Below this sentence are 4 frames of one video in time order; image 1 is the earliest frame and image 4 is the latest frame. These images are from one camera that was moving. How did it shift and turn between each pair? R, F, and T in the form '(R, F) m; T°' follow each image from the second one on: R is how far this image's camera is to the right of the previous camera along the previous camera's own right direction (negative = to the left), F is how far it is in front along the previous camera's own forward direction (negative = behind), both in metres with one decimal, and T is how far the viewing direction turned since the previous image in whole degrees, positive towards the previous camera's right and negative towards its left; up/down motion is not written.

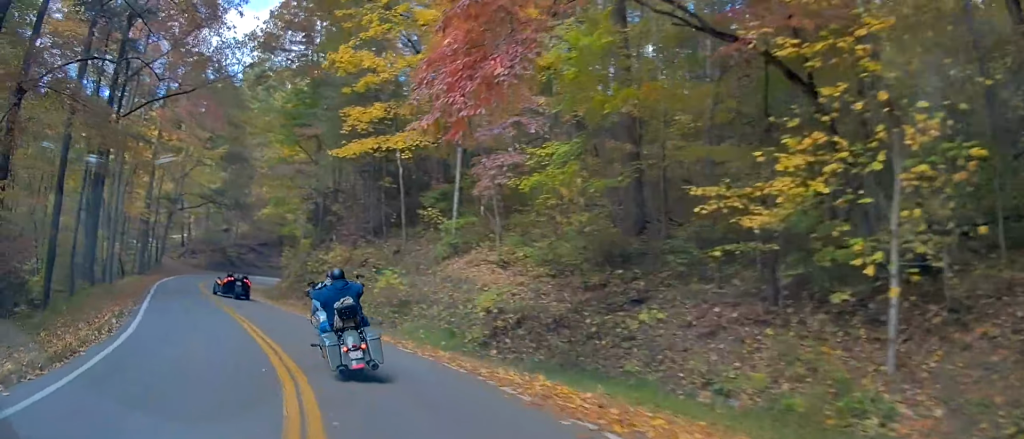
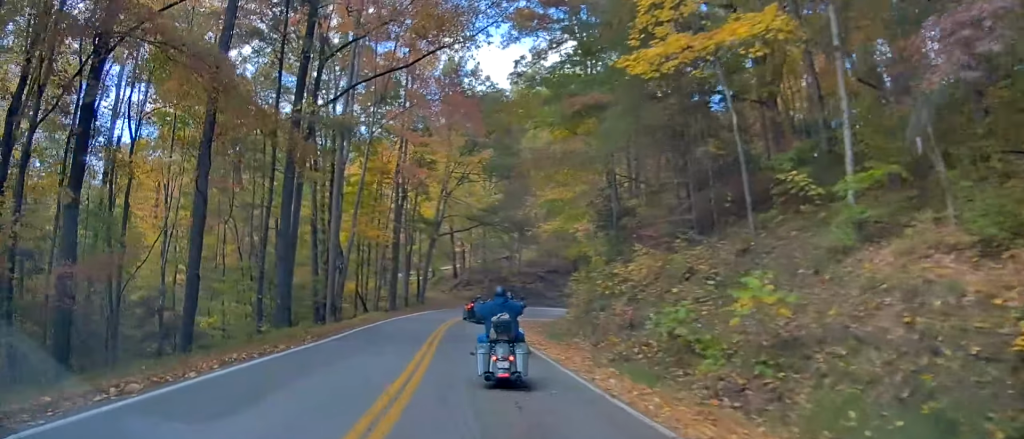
(-2.9, +11.4) m; -18°
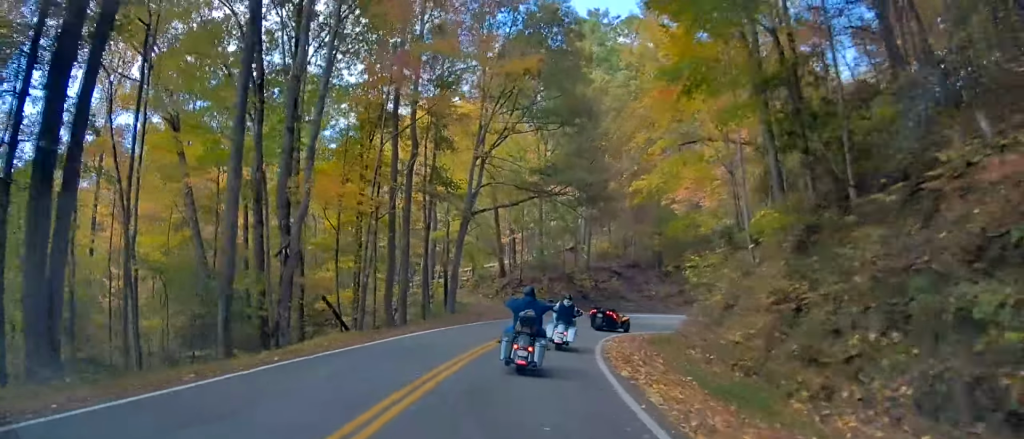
(-0.9, +18.0) m; -3°
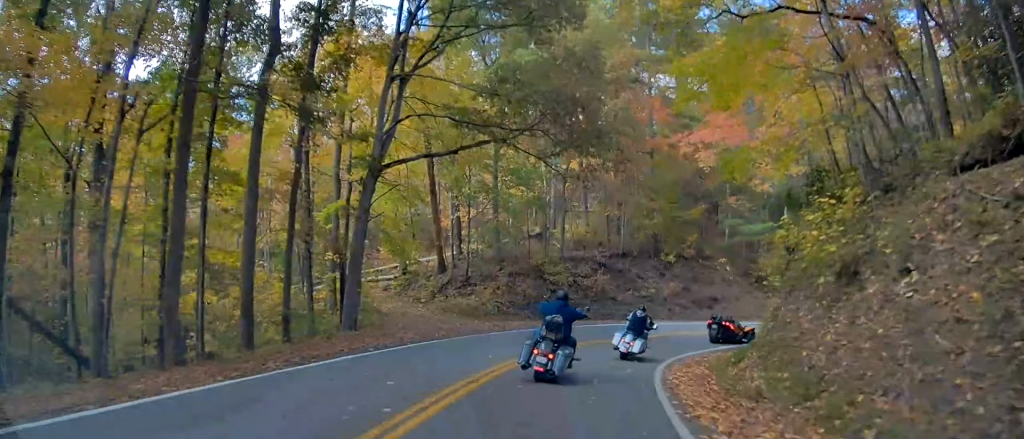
(0.0, +14.3) m; 0°
